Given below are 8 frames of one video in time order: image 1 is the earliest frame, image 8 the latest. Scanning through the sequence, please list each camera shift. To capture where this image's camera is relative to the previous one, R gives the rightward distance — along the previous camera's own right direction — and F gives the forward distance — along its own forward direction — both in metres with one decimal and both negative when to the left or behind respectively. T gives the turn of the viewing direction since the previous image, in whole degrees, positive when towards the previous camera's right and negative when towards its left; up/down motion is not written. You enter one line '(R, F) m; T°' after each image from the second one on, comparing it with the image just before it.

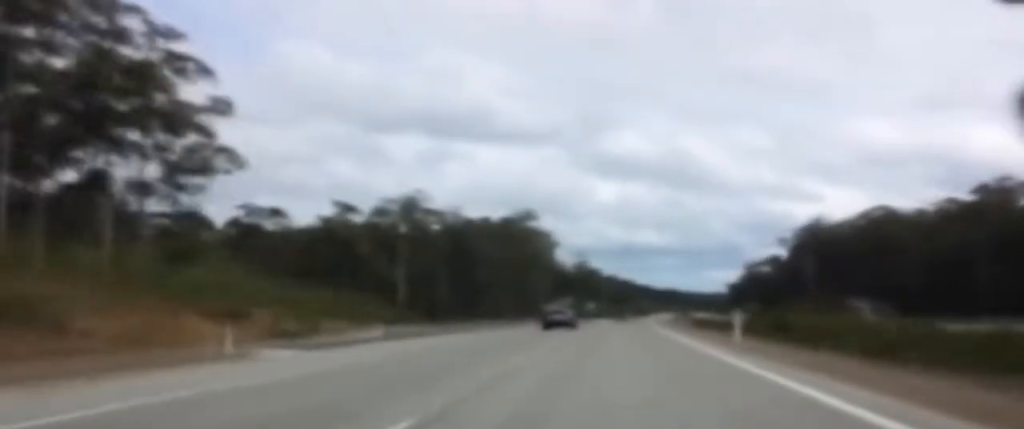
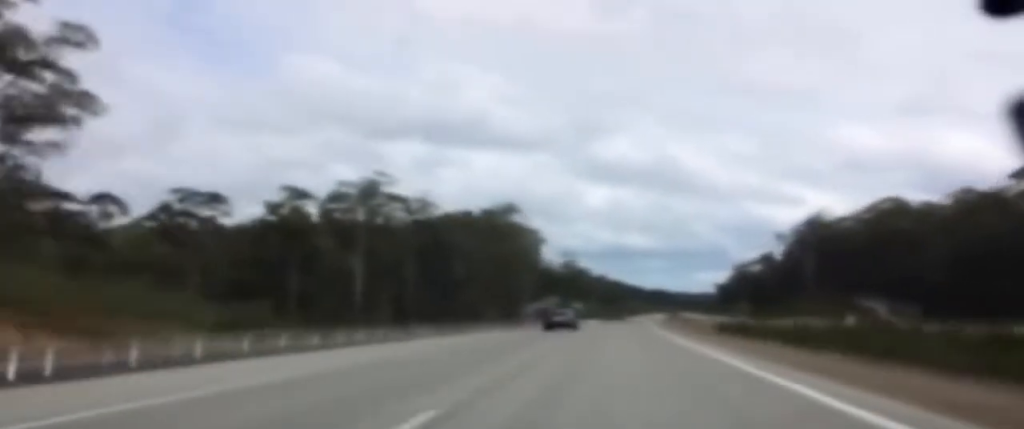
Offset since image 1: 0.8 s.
(+0.1, +24.5) m; 0°
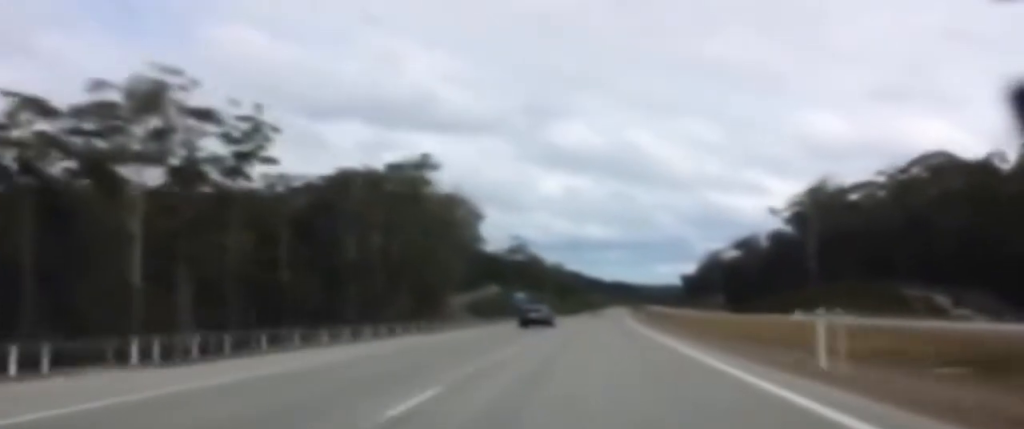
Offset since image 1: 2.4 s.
(+0.2, +47.8) m; +1°
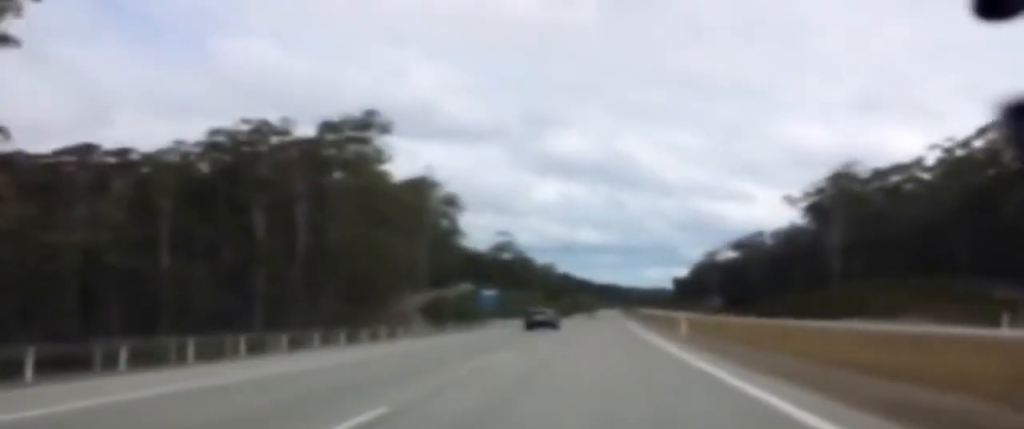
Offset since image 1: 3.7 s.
(+0.5, +39.4) m; +1°
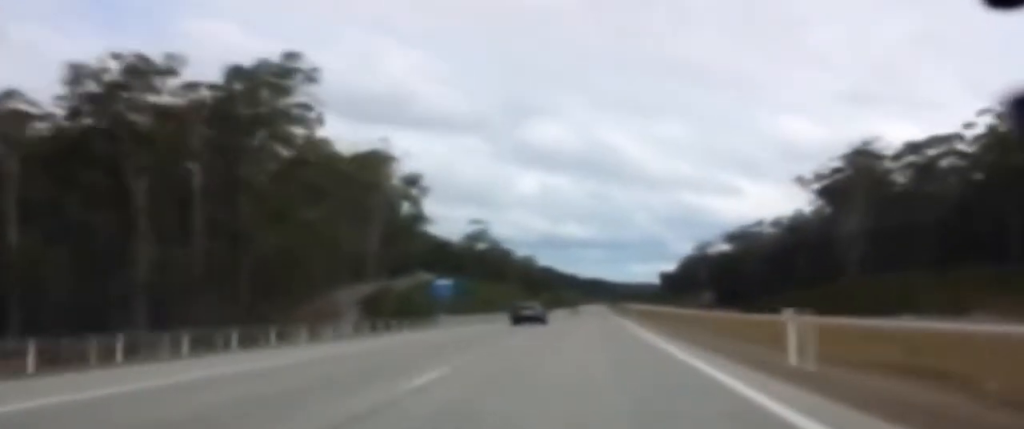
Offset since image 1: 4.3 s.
(-0.1, +20.2) m; 0°
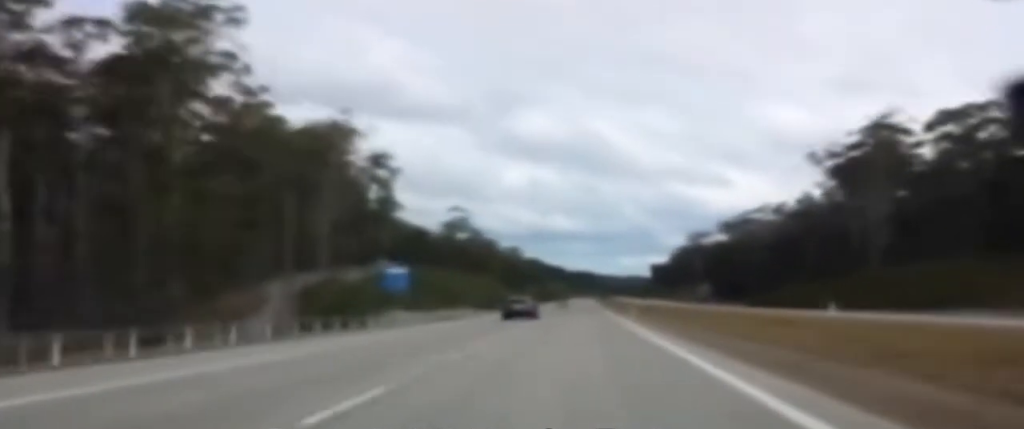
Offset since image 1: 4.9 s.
(+0.2, +16.2) m; 0°
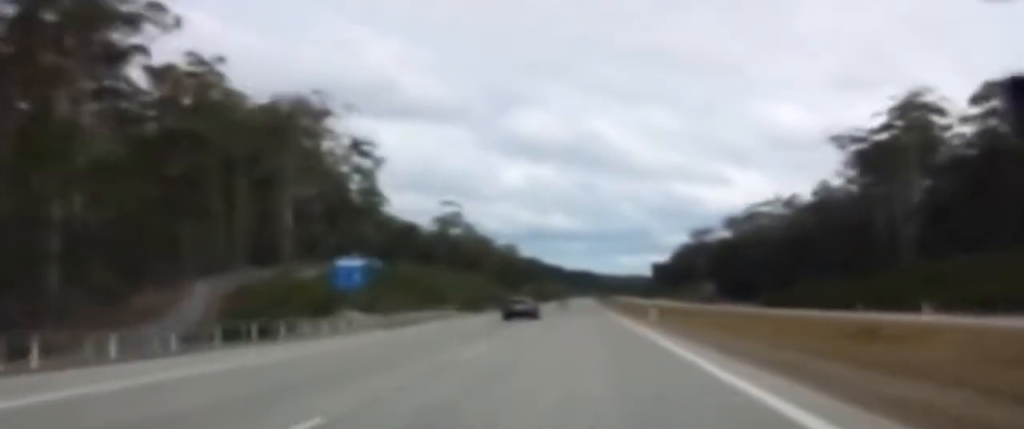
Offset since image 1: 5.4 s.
(+0.1, +15.2) m; 0°
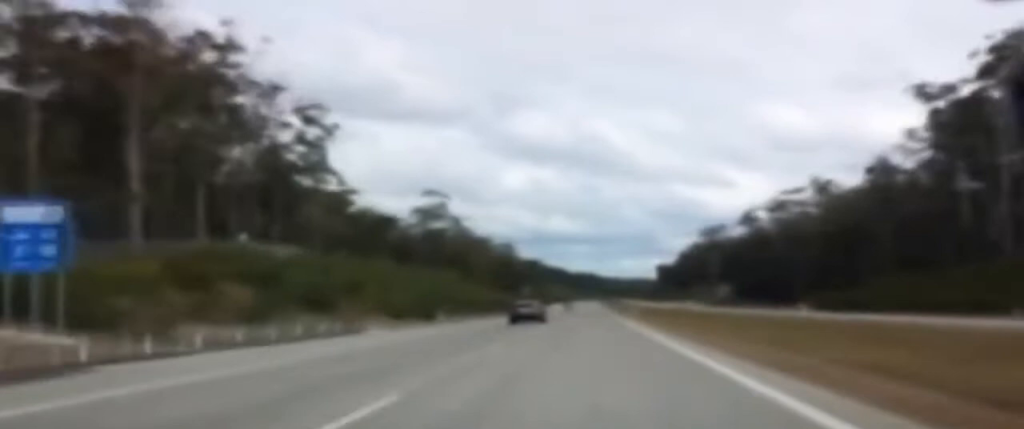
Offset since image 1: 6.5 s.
(-0.2, +35.3) m; -1°
